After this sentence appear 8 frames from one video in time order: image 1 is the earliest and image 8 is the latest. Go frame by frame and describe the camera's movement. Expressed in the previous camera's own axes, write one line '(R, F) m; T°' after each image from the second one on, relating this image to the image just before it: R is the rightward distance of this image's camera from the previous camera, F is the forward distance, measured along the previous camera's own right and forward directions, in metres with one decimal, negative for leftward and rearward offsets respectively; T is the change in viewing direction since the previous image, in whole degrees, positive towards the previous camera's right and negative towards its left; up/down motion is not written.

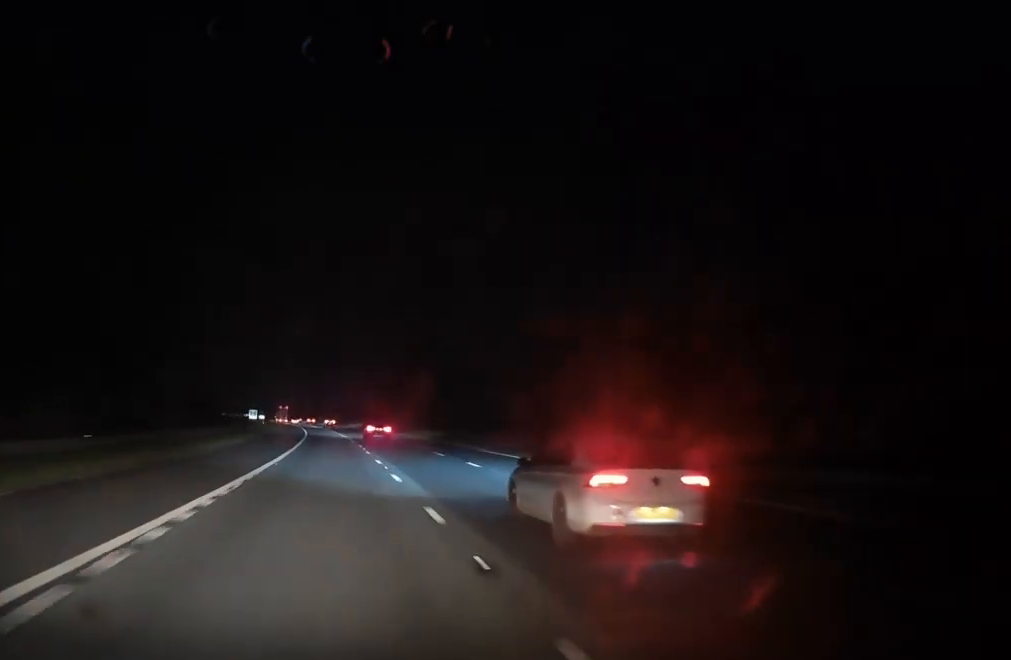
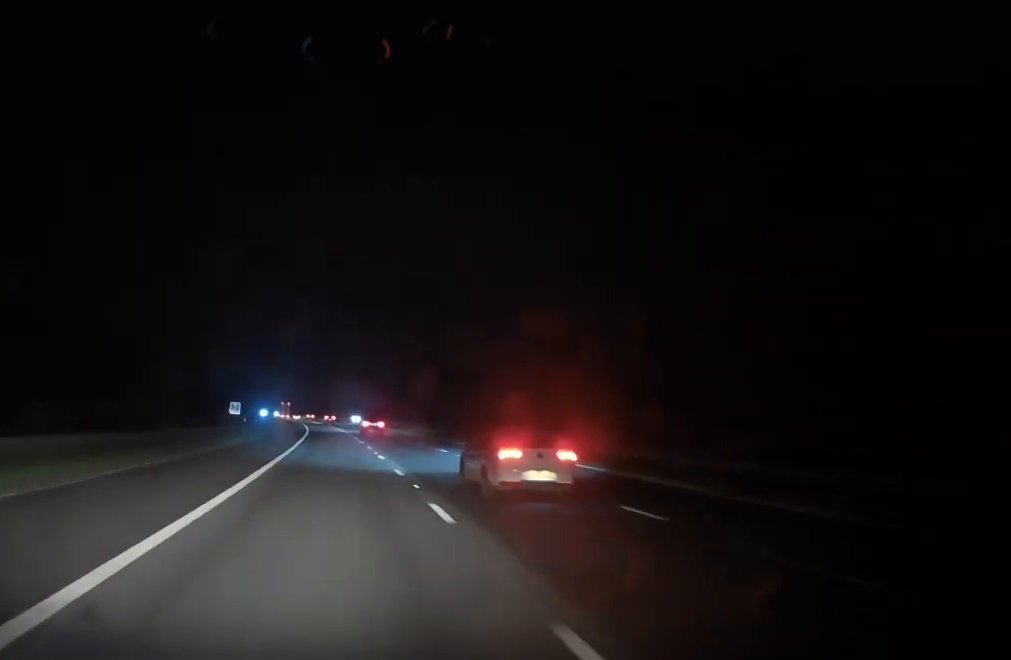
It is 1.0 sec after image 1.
(-0.5, +26.8) m; -1°
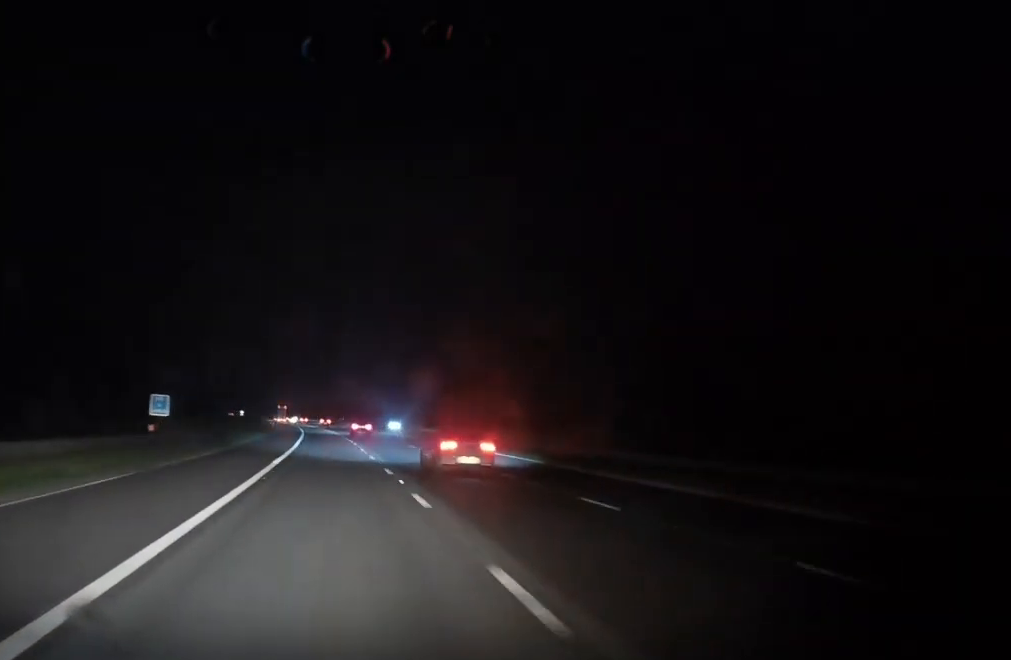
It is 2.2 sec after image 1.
(-0.1, +33.2) m; -1°
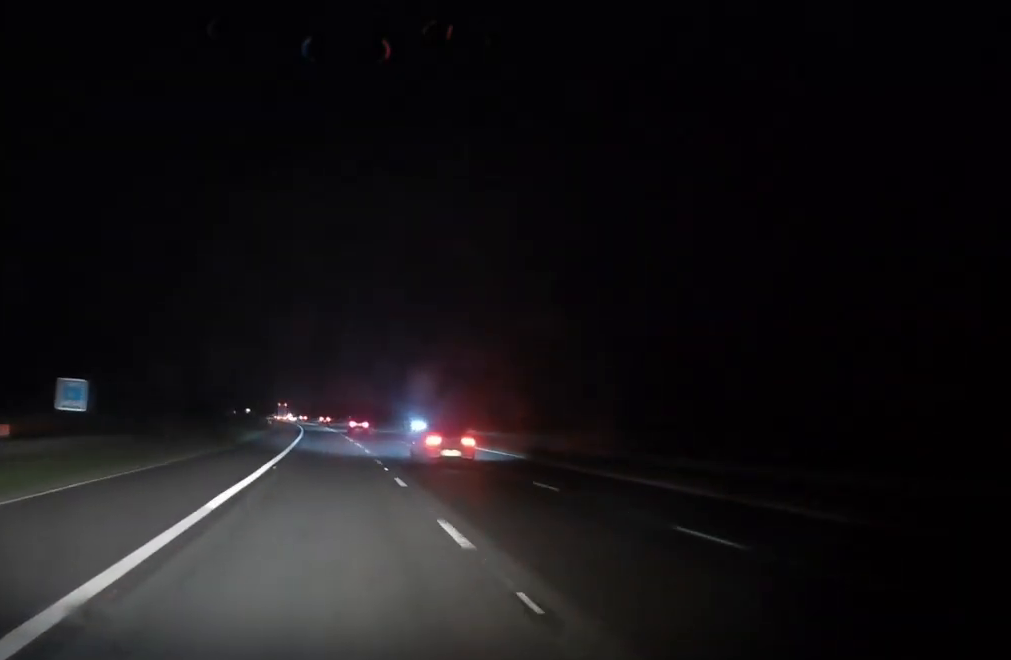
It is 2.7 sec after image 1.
(-0.1, +13.9) m; -1°
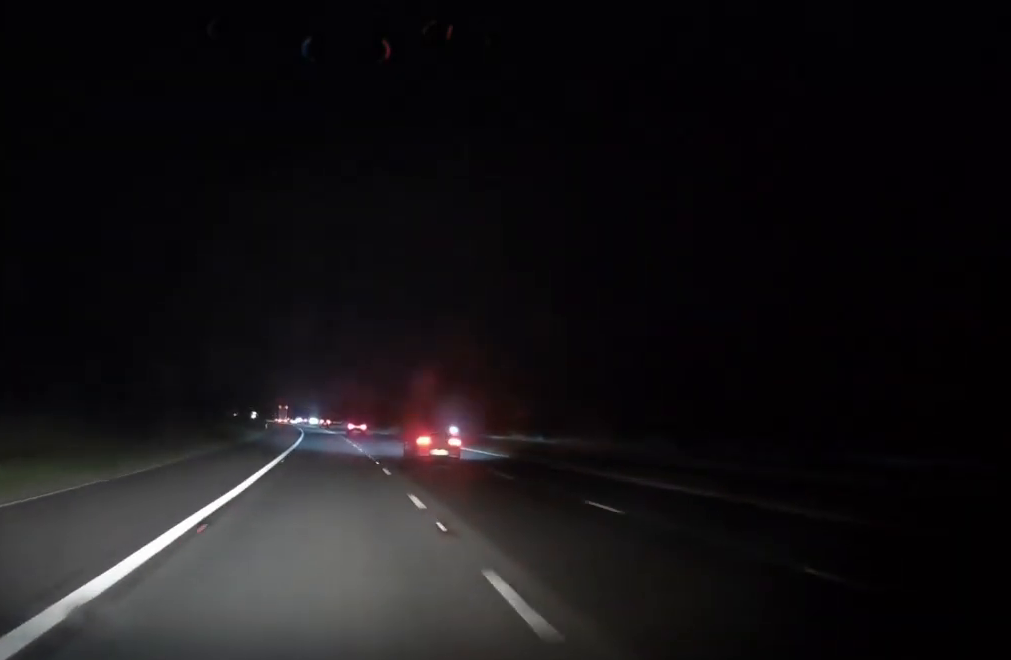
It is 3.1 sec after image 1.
(0.0, +13.0) m; -1°
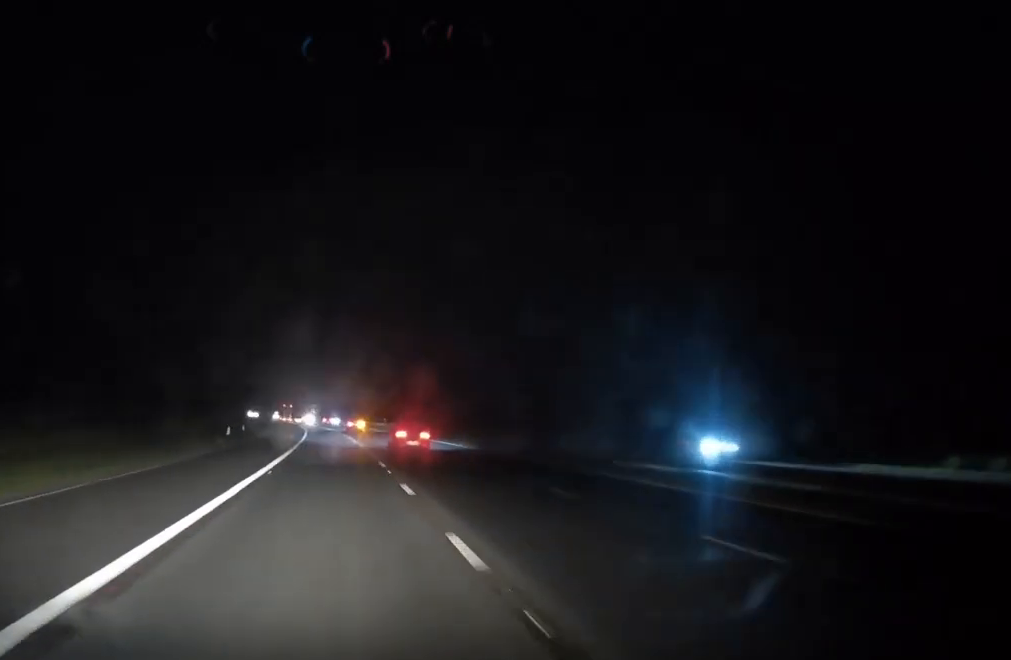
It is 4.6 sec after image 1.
(-0.7, +41.9) m; -1°
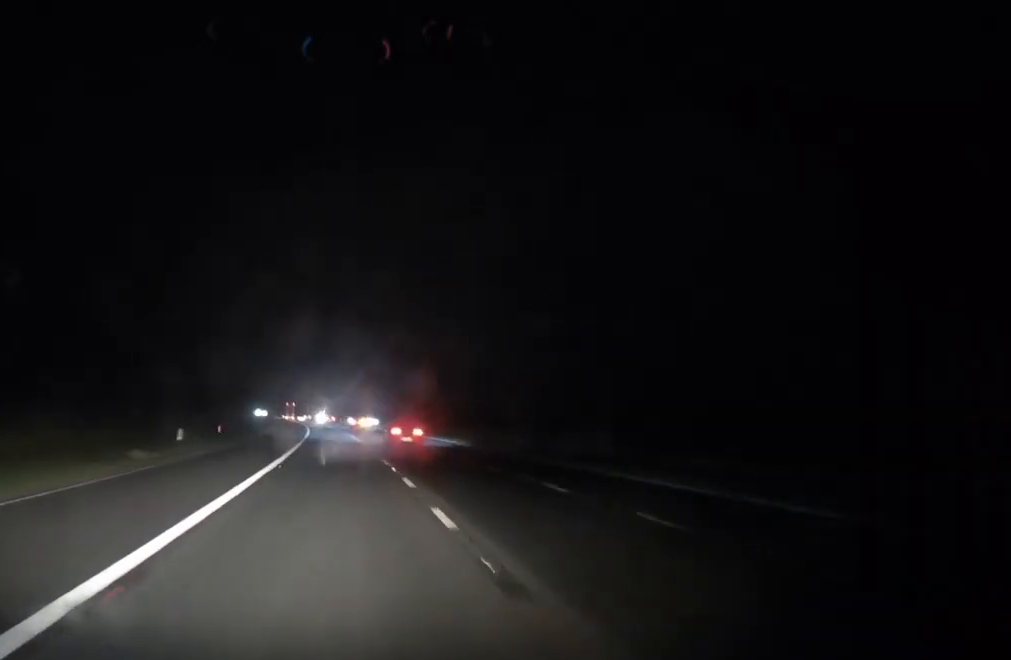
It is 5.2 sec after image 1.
(0.0, +15.8) m; -1°
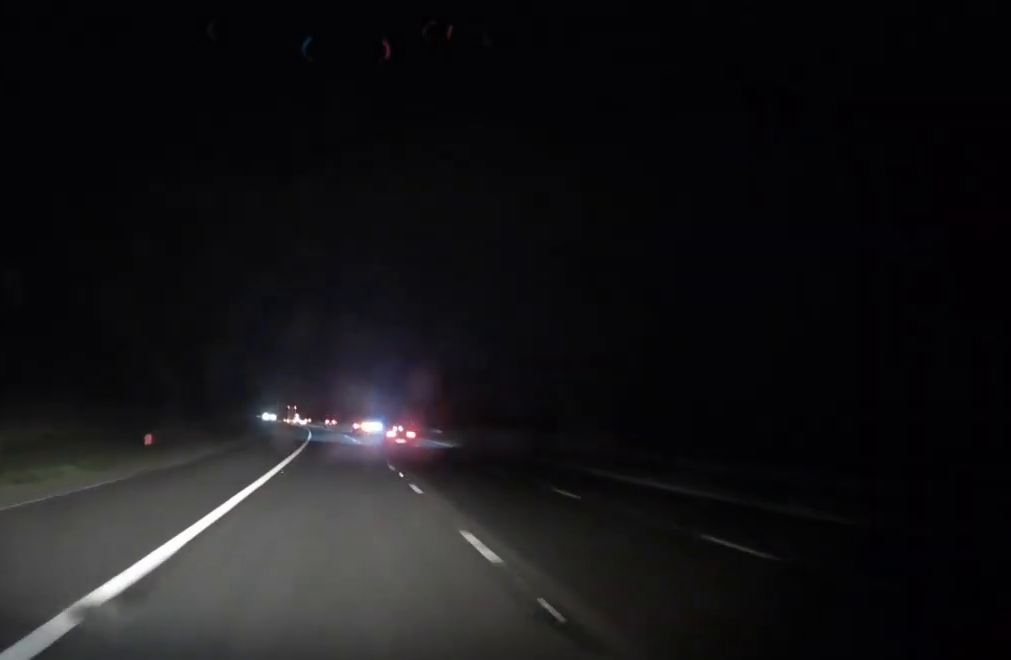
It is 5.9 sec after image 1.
(-0.1, +18.6) m; -1°
